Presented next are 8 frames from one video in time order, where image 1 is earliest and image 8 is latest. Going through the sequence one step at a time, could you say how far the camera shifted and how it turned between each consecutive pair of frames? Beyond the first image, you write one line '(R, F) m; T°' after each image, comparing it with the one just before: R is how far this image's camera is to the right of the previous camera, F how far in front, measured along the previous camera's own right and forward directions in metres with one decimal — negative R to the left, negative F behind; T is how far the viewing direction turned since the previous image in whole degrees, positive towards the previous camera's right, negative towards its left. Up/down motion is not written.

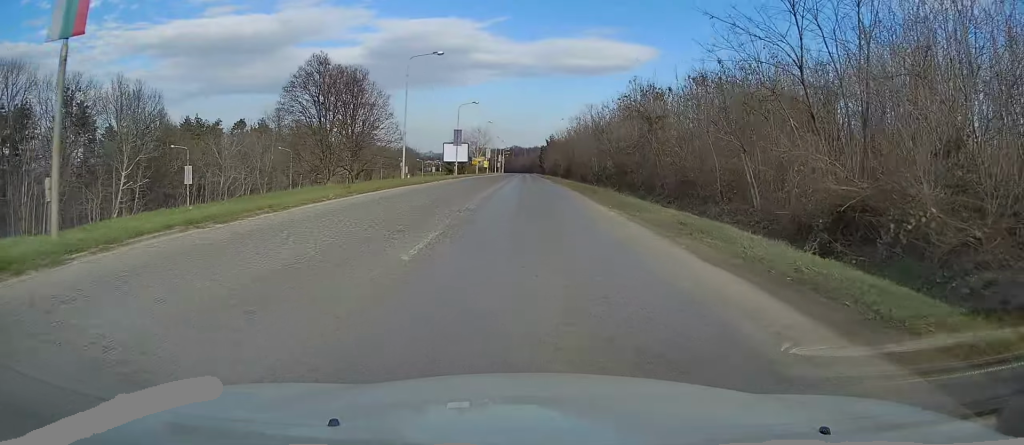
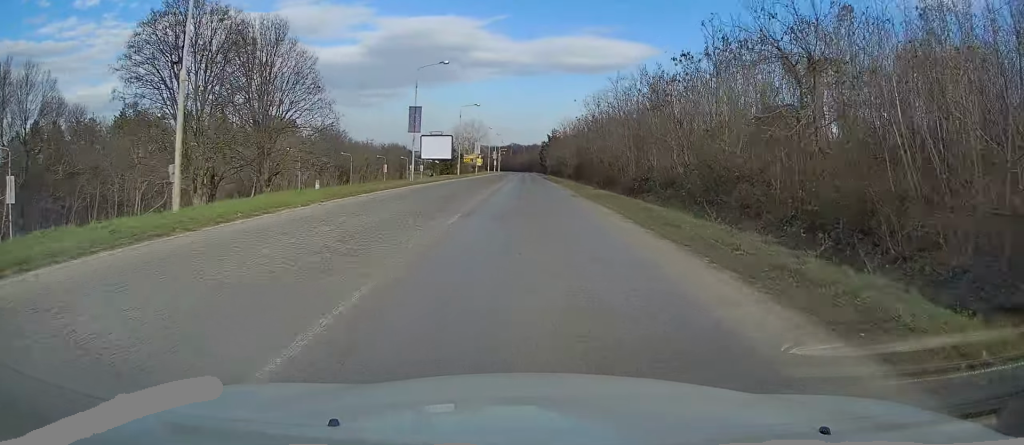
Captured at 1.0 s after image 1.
(+0.1, +22.8) m; 0°
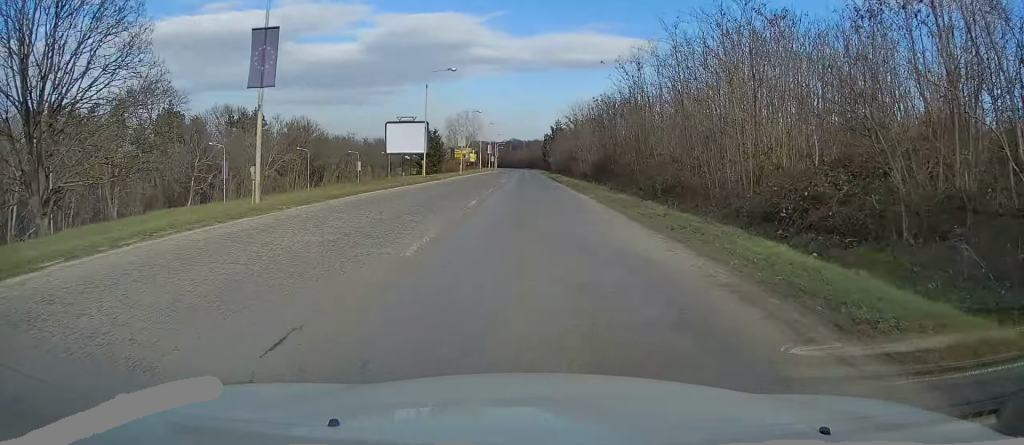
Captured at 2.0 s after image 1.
(+0.1, +22.1) m; 0°
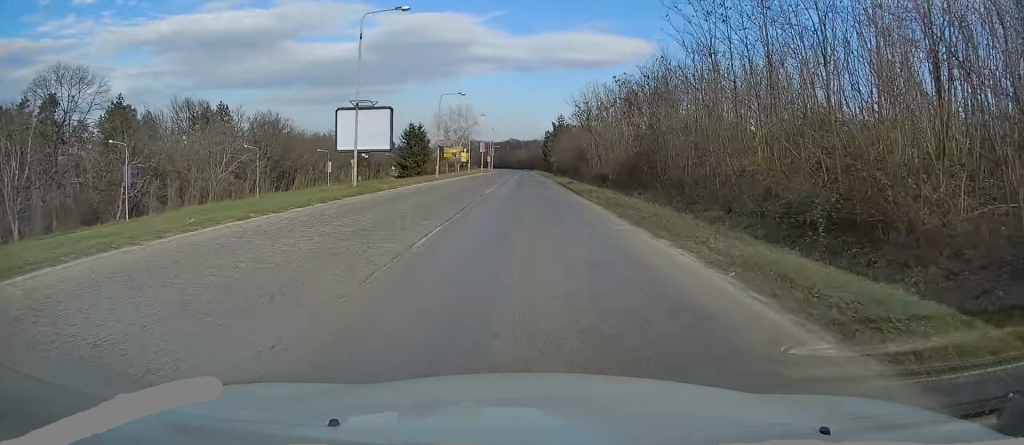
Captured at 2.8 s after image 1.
(-0.1, +17.0) m; 0°
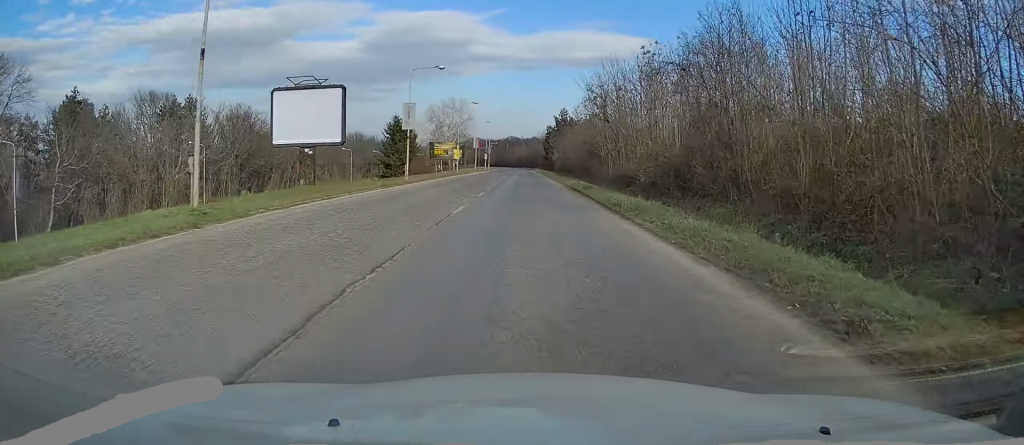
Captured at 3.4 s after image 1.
(-0.1, +12.7) m; 0°
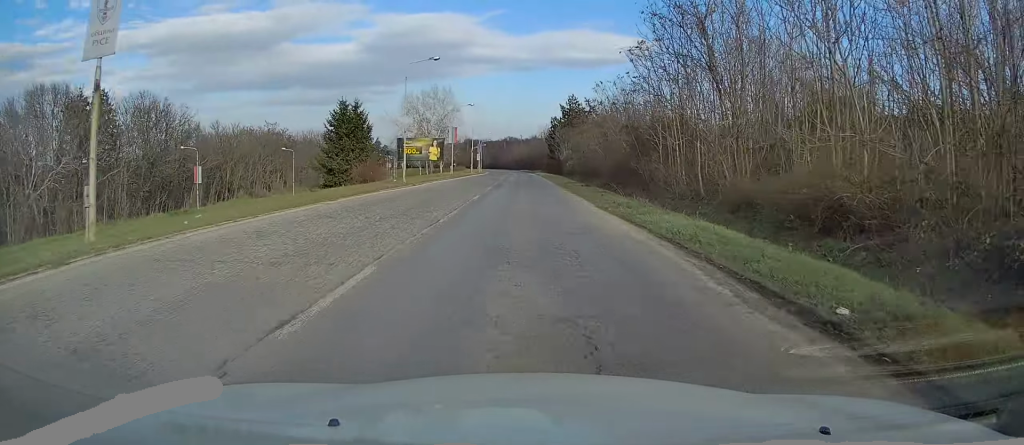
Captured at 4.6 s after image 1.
(+0.4, +27.9) m; 0°
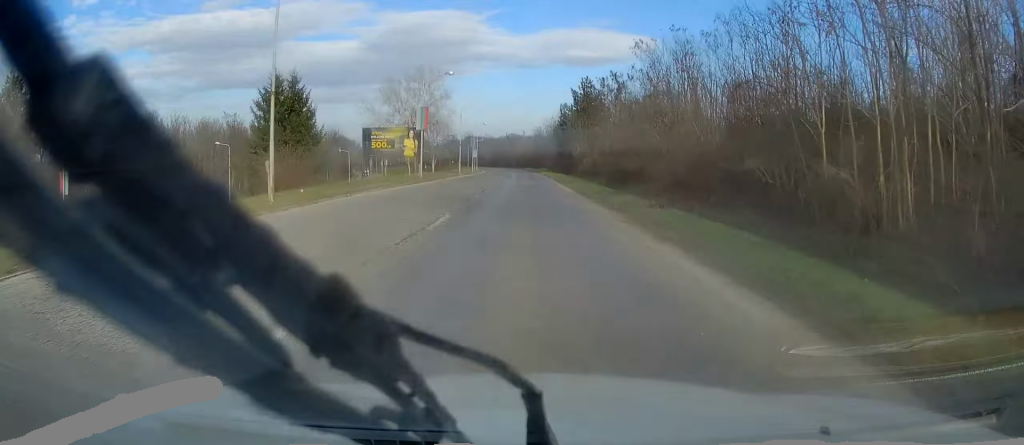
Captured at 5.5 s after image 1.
(-0.4, +19.9) m; 0°
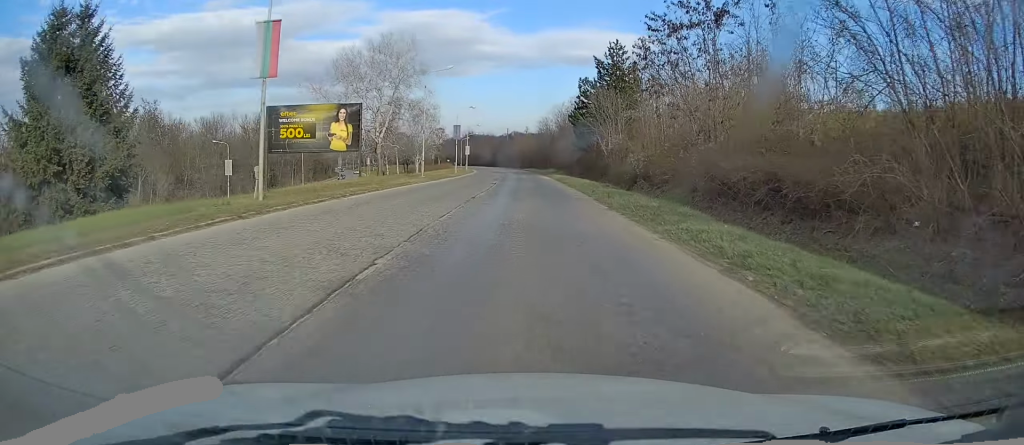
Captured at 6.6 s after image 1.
(+0.2, +26.2) m; 0°
